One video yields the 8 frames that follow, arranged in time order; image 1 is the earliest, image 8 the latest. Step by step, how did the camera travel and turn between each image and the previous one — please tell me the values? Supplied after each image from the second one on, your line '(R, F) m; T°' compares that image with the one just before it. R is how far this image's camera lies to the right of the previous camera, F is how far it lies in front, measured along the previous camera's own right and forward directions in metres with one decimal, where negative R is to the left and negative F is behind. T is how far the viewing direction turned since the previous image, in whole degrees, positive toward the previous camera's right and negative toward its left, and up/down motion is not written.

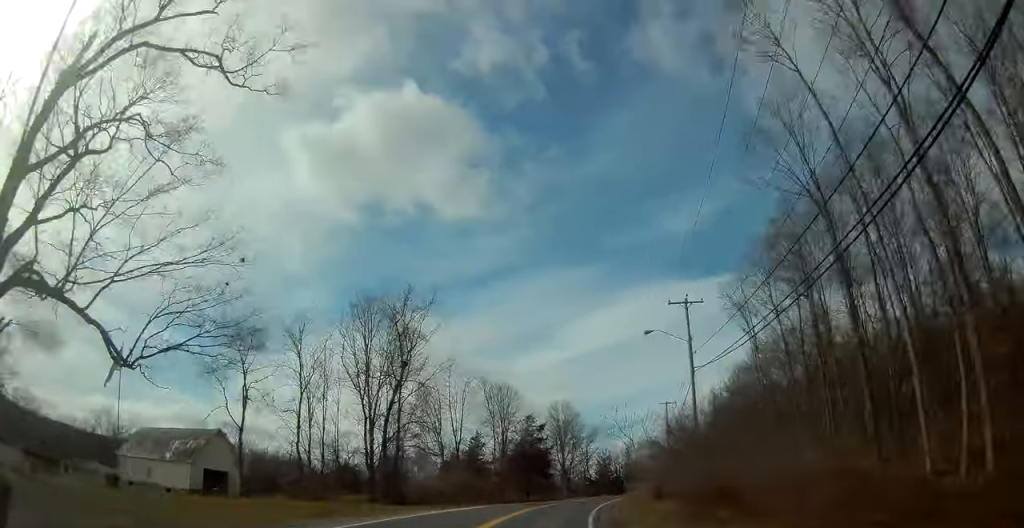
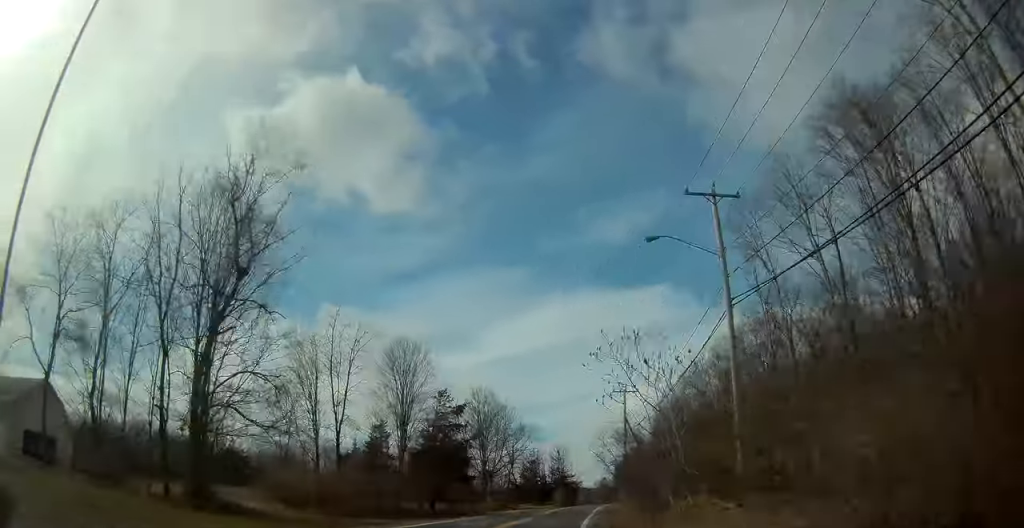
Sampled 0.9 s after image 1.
(+0.8, +17.3) m; +6°
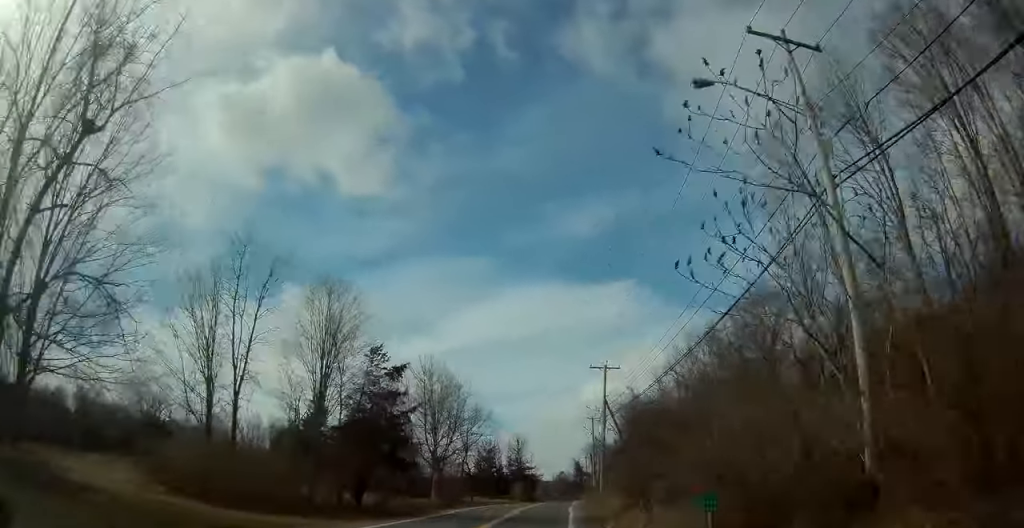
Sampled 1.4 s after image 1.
(0.0, +10.2) m; +4°
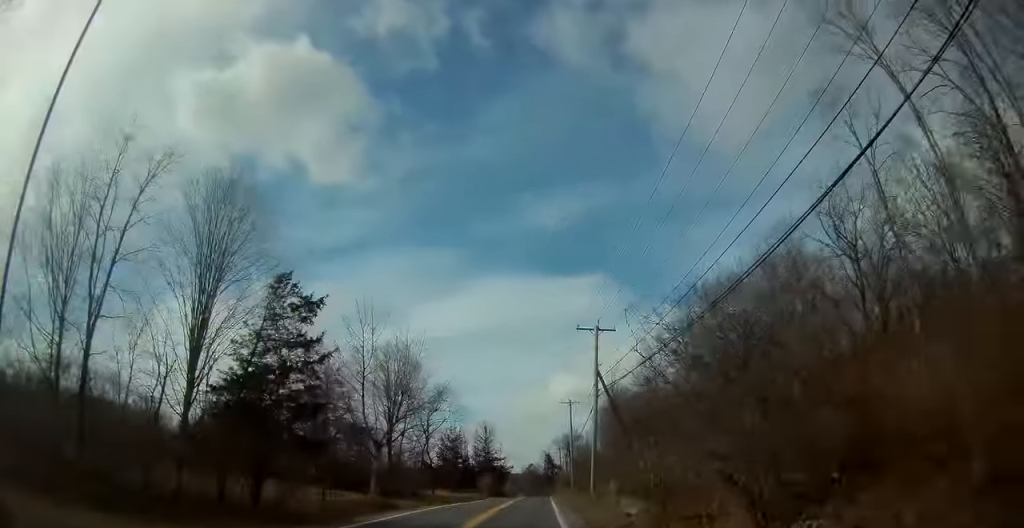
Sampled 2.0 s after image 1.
(+0.6, +10.0) m; +4°
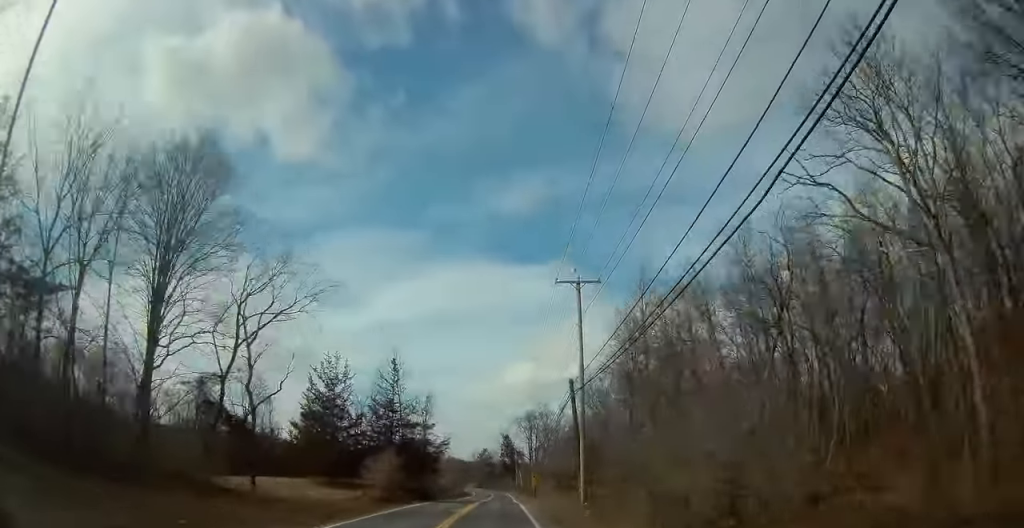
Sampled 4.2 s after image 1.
(+5.3, +41.9) m; +11°
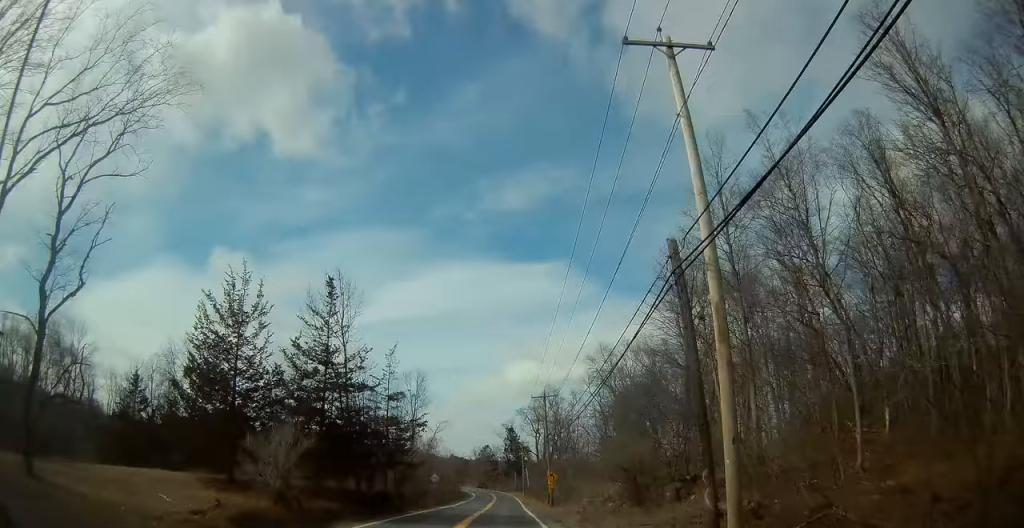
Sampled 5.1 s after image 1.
(+0.3, +18.0) m; +1°
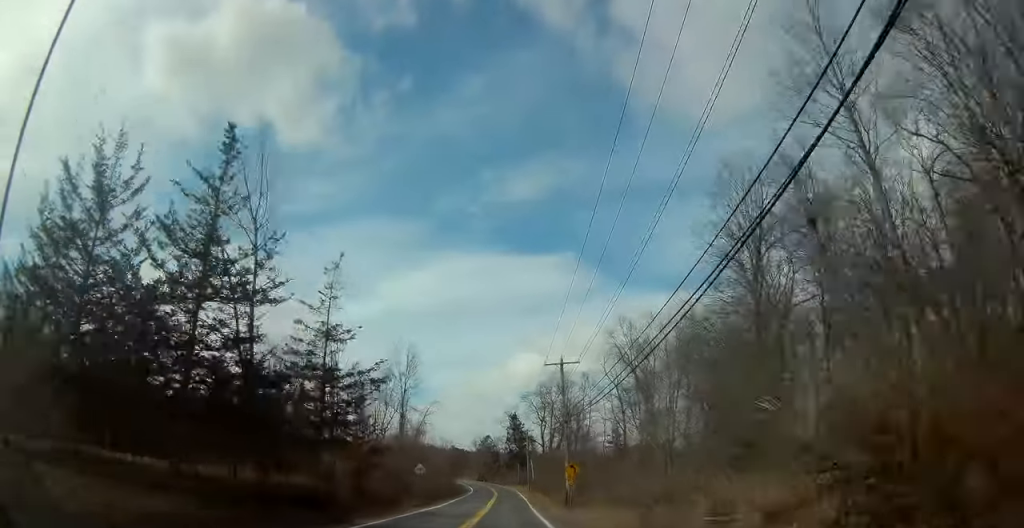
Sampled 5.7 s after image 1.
(+0.1, +12.2) m; 0°
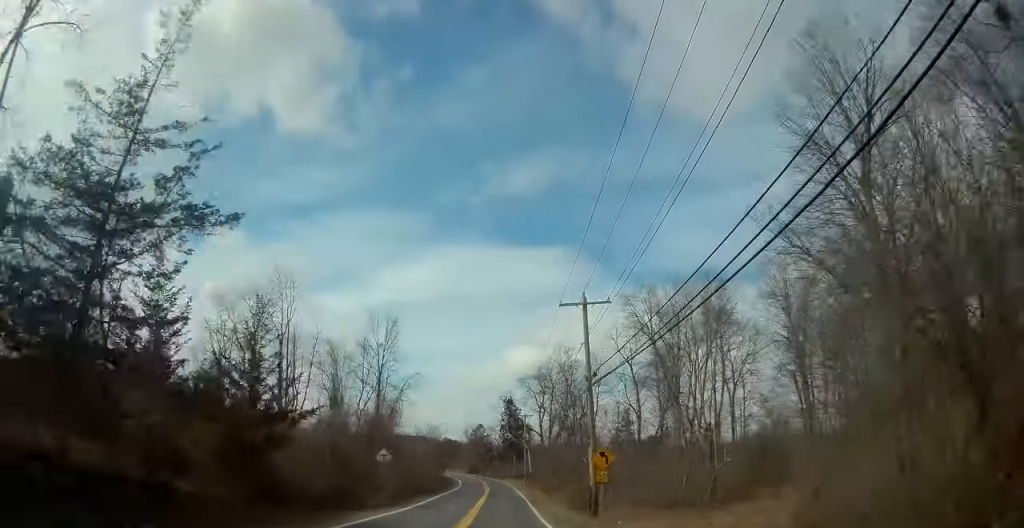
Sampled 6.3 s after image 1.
(0.0, +12.4) m; 0°
